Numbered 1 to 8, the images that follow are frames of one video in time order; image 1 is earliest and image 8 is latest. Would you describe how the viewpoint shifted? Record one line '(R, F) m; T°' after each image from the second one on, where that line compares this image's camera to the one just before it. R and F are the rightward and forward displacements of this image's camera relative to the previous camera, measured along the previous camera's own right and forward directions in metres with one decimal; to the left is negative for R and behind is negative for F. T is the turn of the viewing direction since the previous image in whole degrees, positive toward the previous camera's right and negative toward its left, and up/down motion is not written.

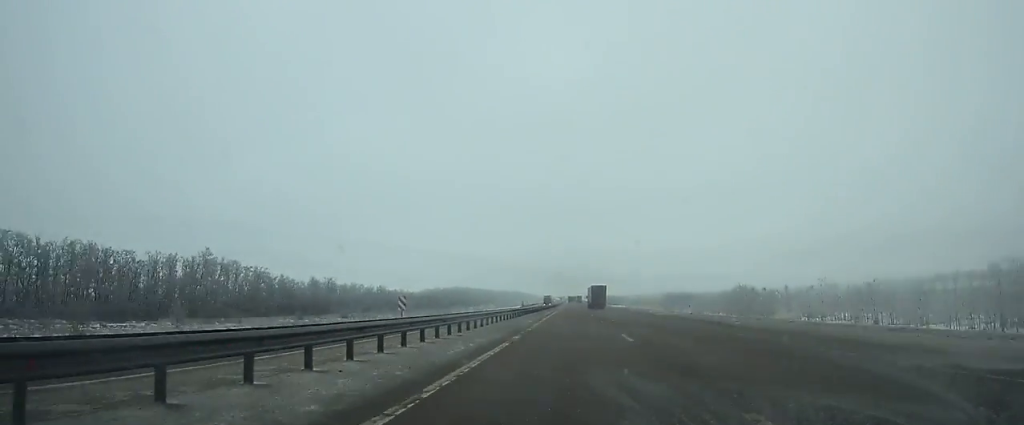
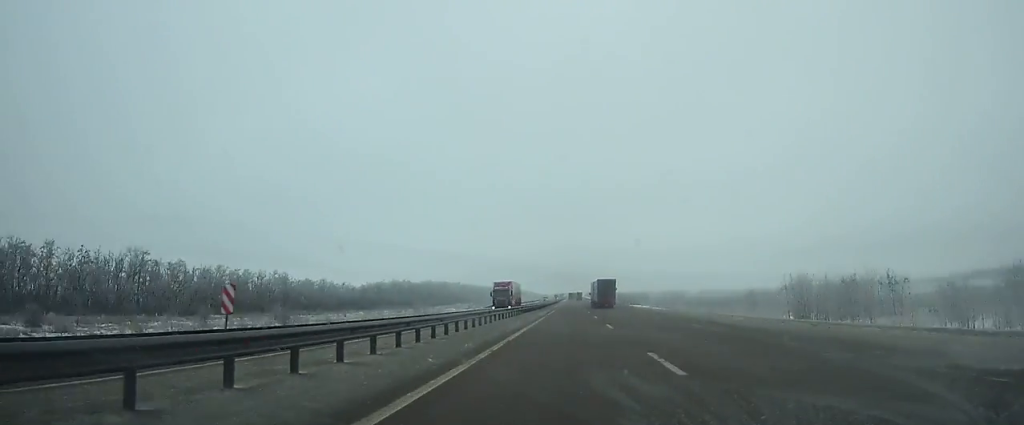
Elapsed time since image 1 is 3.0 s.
(-0.1, +88.8) m; 0°
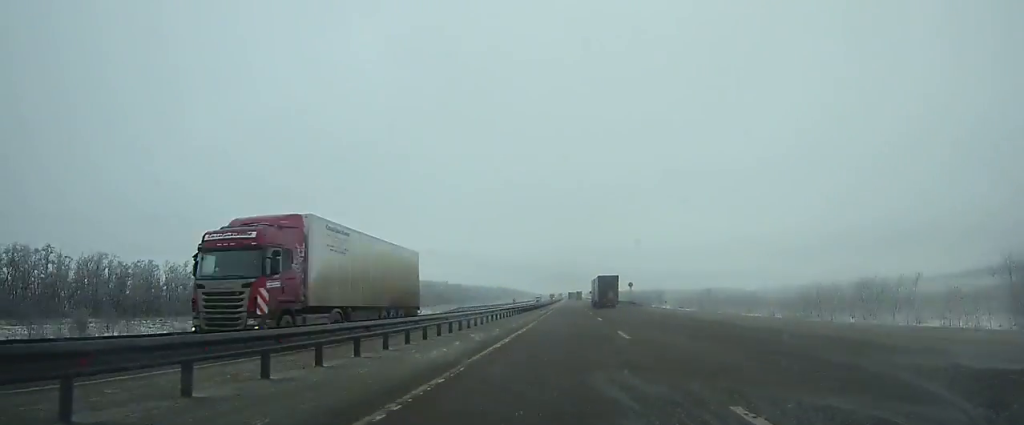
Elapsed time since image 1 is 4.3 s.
(0.0, +38.8) m; 0°
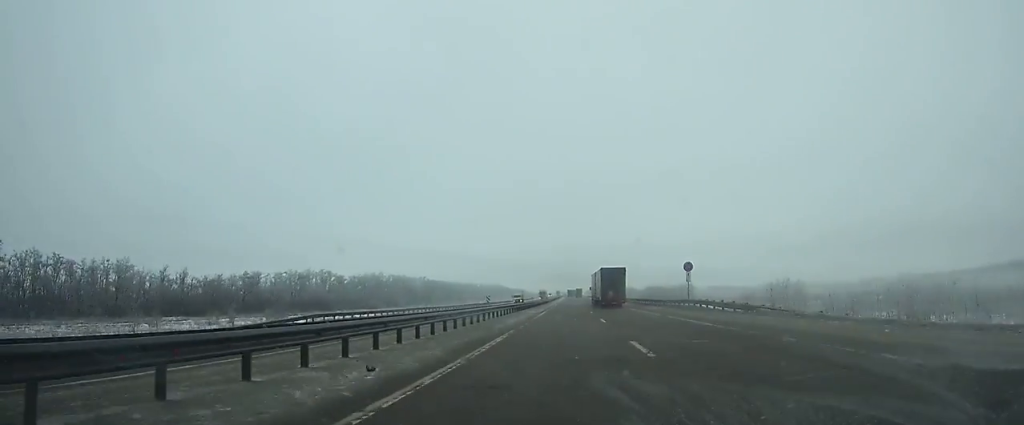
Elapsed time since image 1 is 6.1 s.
(-0.1, +53.8) m; 0°
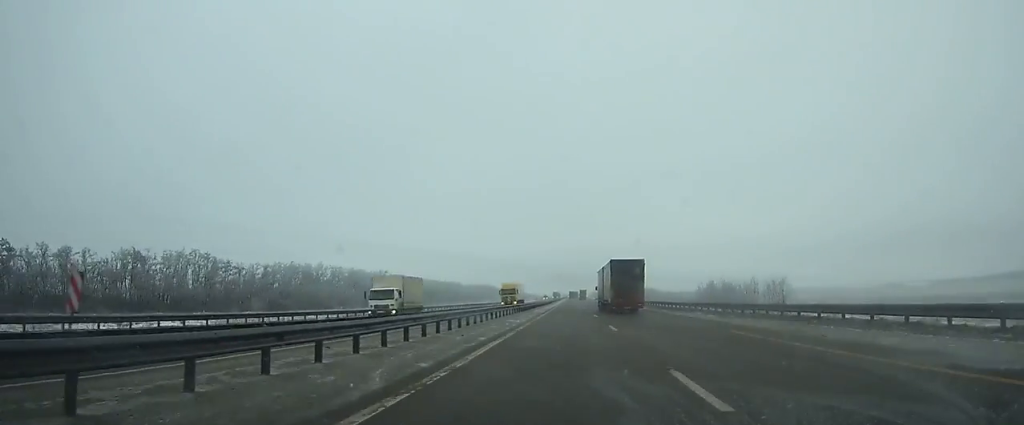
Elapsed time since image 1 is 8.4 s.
(-0.1, +68.7) m; 0°
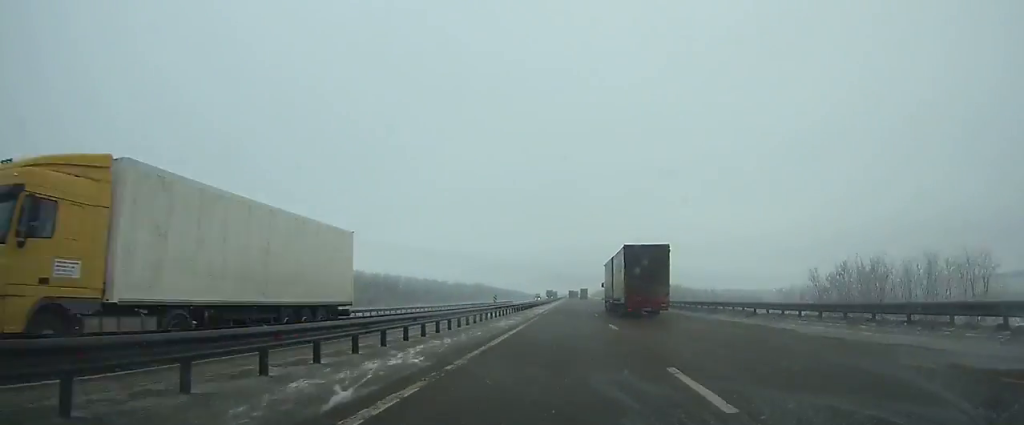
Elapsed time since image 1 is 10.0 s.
(0.0, +47.6) m; 0°
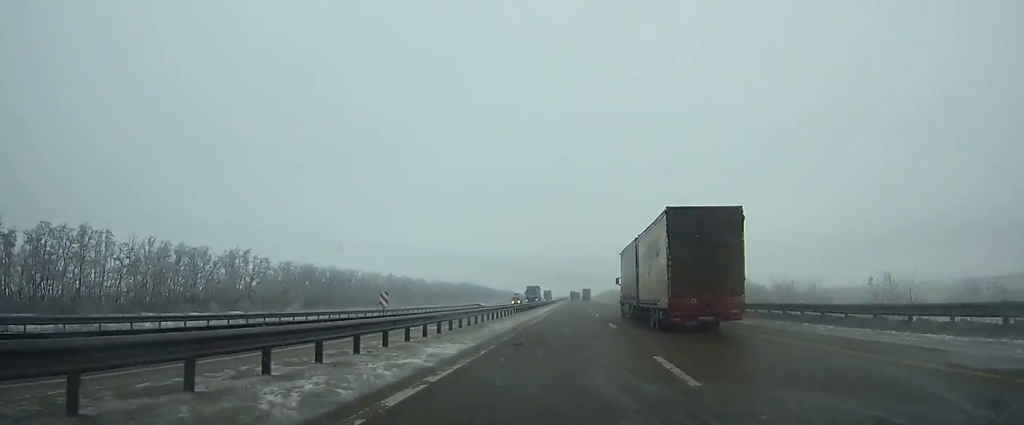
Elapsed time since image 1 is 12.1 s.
(0.0, +62.3) m; 0°
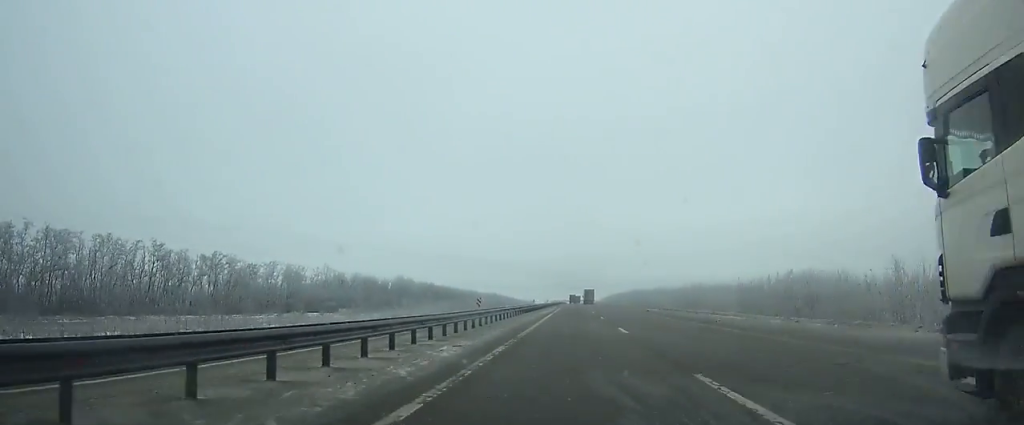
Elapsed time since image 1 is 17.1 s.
(0.0, +146.7) m; 0°
